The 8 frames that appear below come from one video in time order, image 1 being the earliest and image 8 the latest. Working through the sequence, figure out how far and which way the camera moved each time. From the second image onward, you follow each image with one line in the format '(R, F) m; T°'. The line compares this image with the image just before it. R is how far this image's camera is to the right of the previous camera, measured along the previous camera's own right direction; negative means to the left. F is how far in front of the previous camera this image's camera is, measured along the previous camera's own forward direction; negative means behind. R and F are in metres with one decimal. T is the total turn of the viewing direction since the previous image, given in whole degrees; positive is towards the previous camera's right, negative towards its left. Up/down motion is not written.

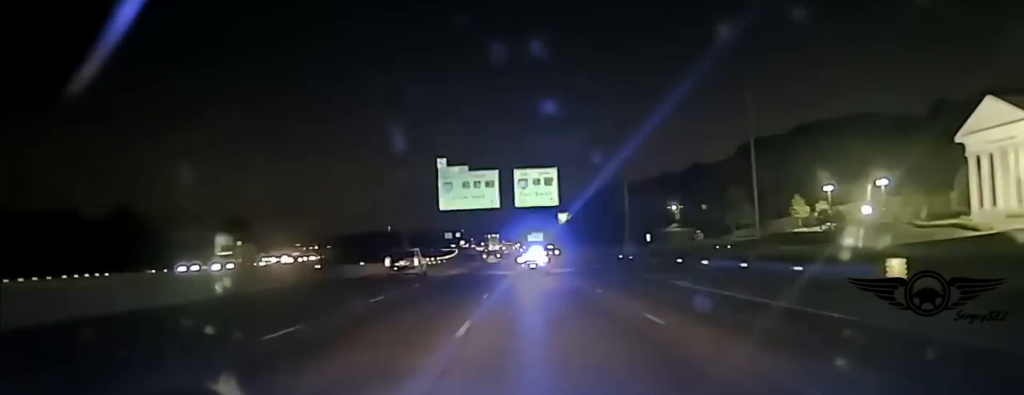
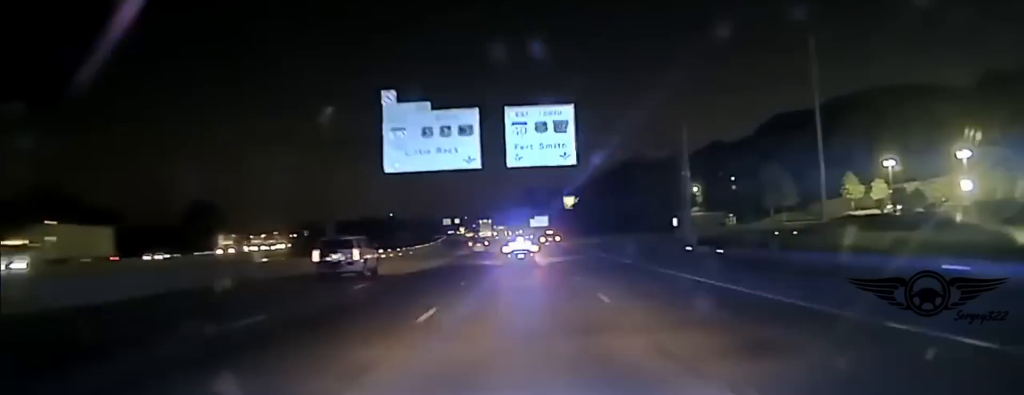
(+0.1, +36.6) m; 0°
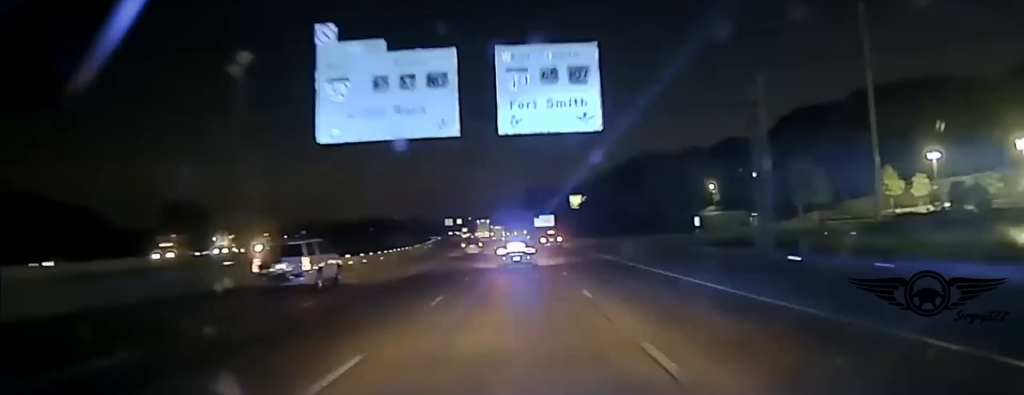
(+0.1, +20.8) m; 0°
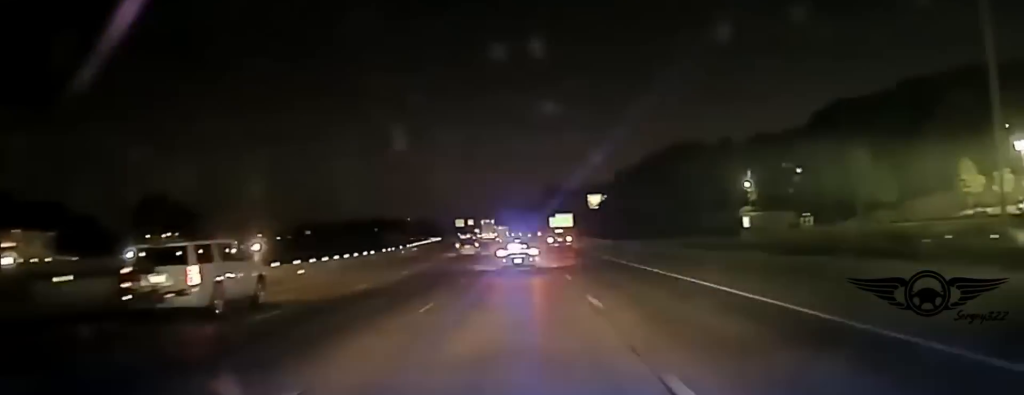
(+0.1, +28.6) m; -1°
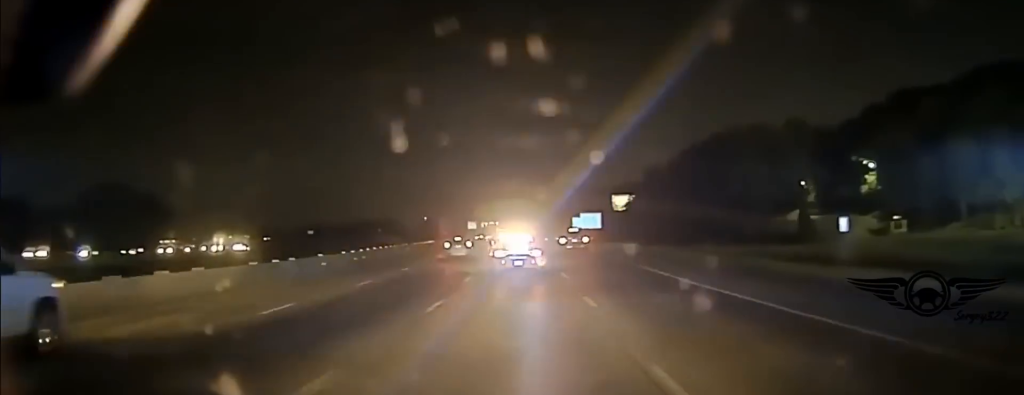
(-0.7, +35.7) m; -2°
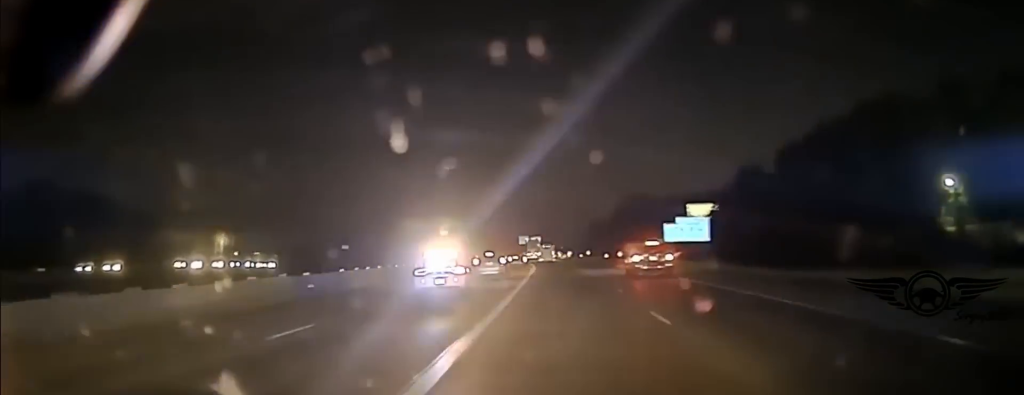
(-1.3, +50.9) m; -3°
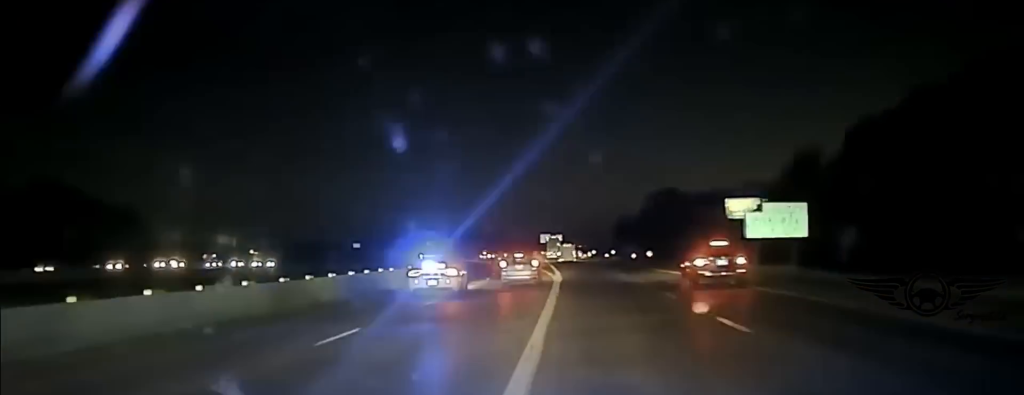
(-0.5, +26.9) m; -2°
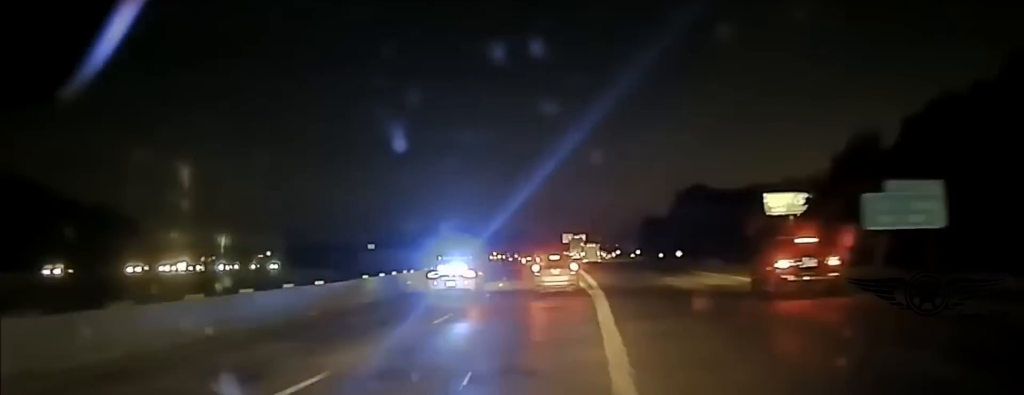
(-0.4, +19.6) m; -1°
